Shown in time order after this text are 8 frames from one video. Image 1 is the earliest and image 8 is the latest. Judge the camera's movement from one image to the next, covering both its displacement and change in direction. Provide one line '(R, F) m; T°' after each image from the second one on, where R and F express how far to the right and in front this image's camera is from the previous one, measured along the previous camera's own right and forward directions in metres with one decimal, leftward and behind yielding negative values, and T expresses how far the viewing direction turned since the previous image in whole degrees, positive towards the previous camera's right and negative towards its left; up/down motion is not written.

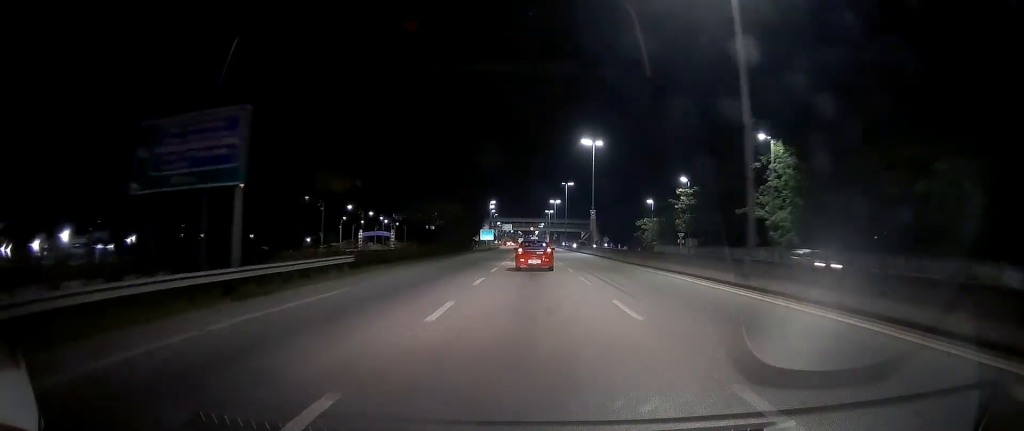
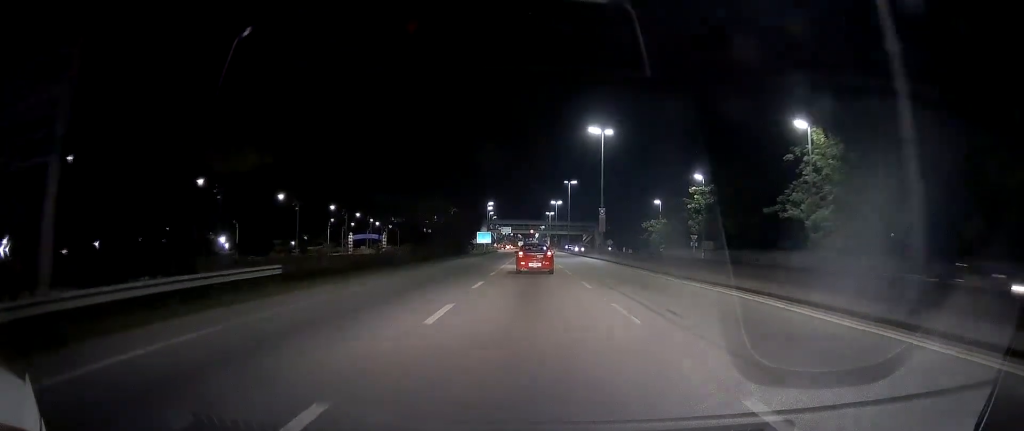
(0.0, +8.0) m; +1°
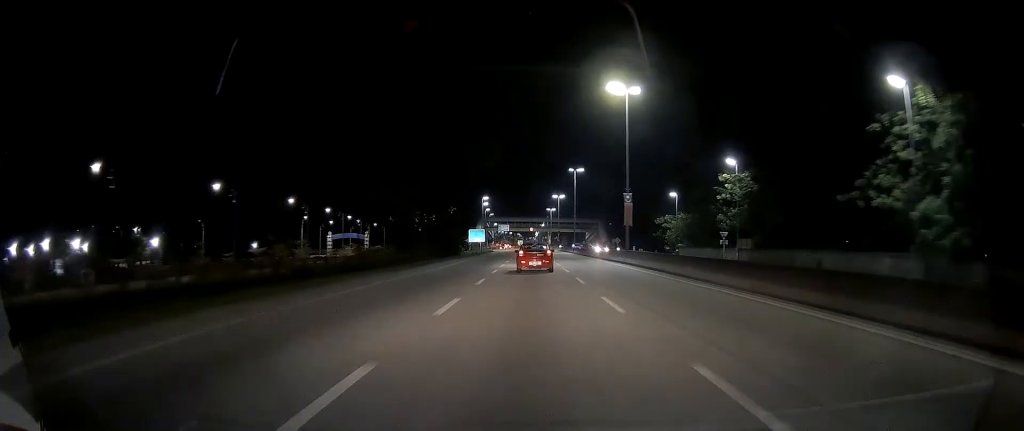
(-0.1, +14.7) m; +1°
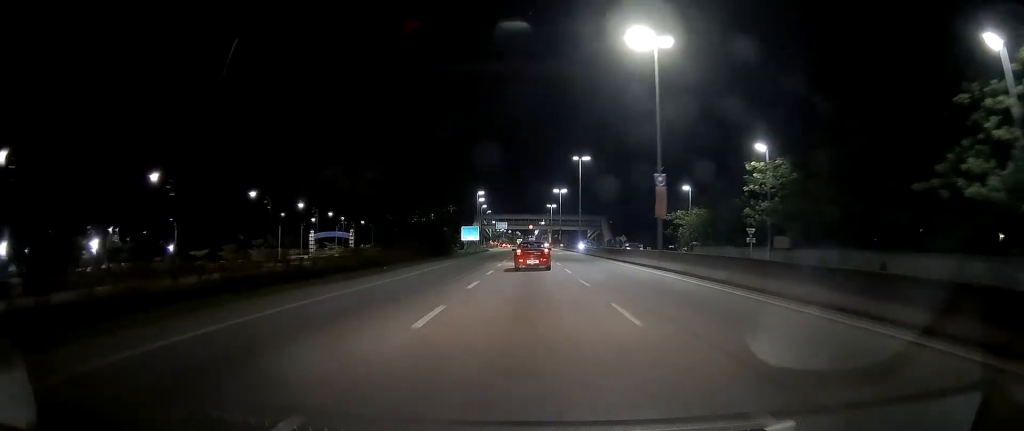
(+0.3, +10.1) m; 0°
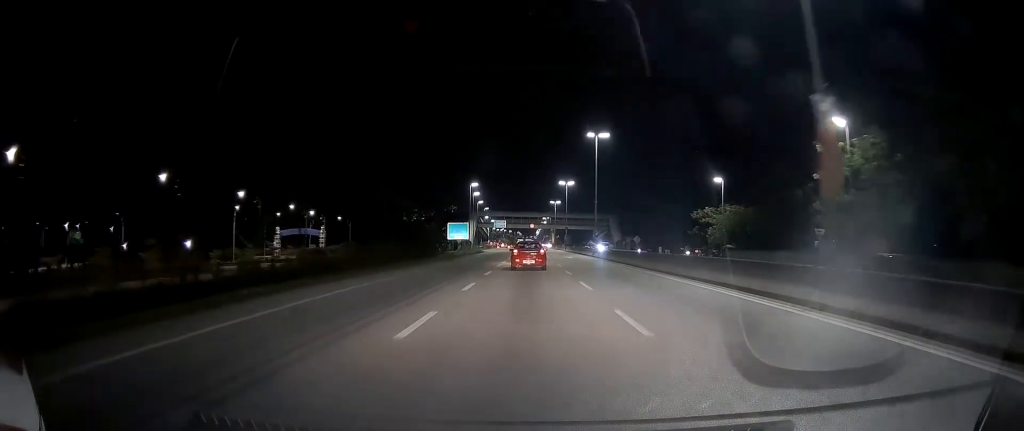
(+0.1, +16.9) m; -1°
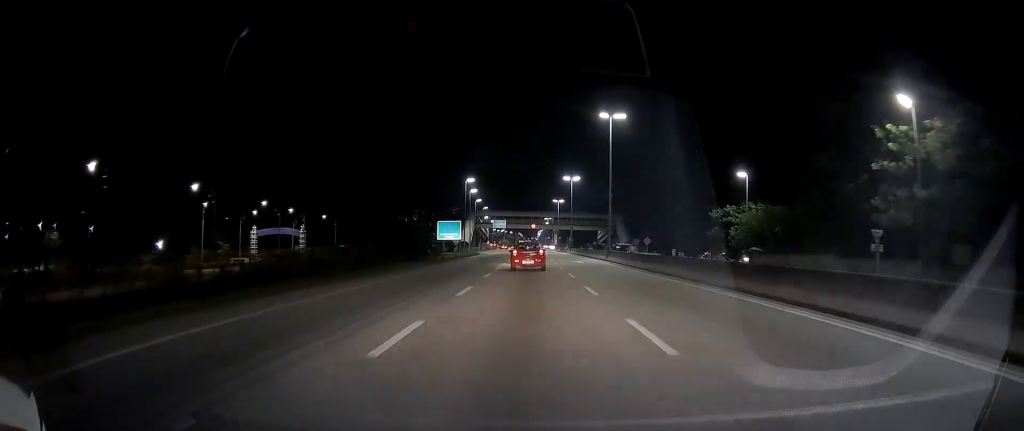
(-0.2, +9.5) m; -1°
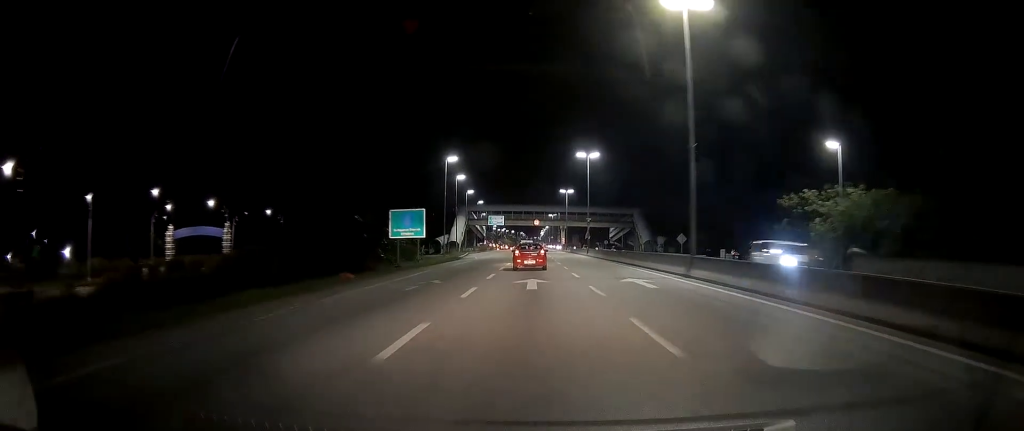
(-0.1, +24.4) m; +2°
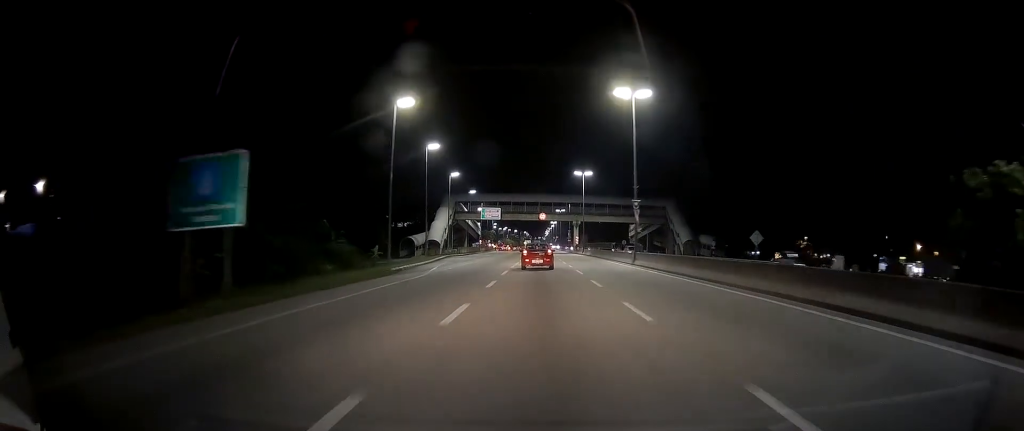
(+0.2, +29.2) m; -1°
